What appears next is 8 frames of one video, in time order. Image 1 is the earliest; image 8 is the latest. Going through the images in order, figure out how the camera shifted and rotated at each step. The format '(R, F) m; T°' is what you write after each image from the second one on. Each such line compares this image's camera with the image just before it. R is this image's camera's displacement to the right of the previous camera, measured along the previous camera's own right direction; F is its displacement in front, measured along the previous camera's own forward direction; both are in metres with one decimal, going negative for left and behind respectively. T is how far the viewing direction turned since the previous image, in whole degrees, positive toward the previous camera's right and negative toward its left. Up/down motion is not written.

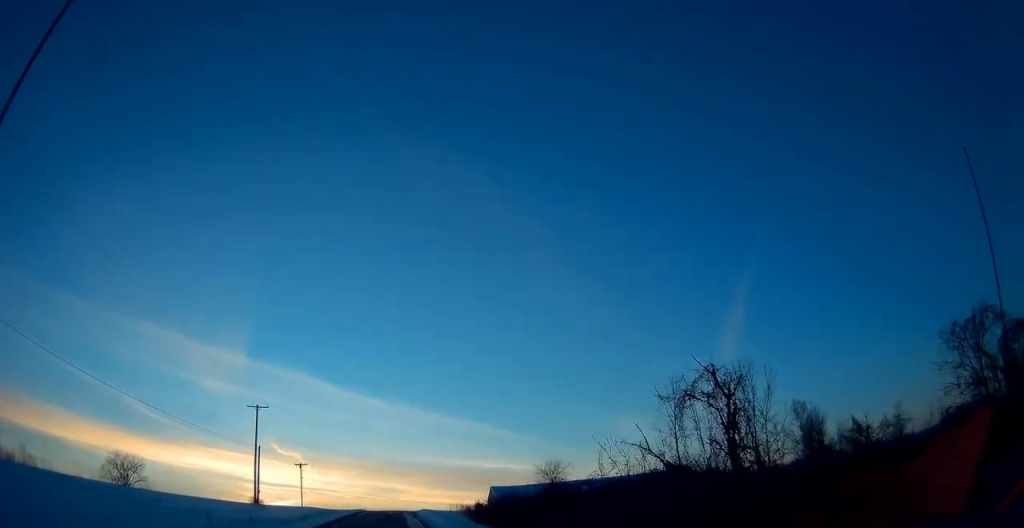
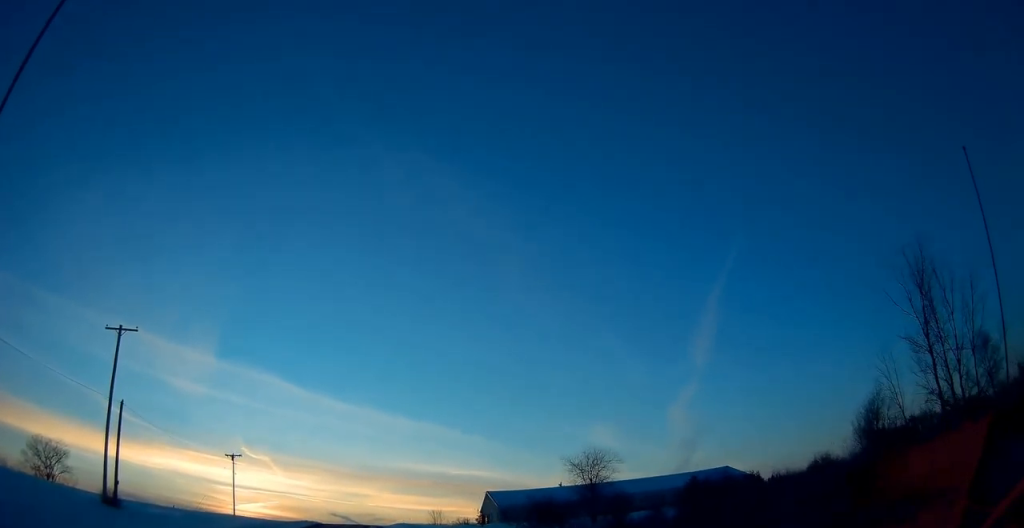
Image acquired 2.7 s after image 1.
(+1.2, +28.5) m; +3°
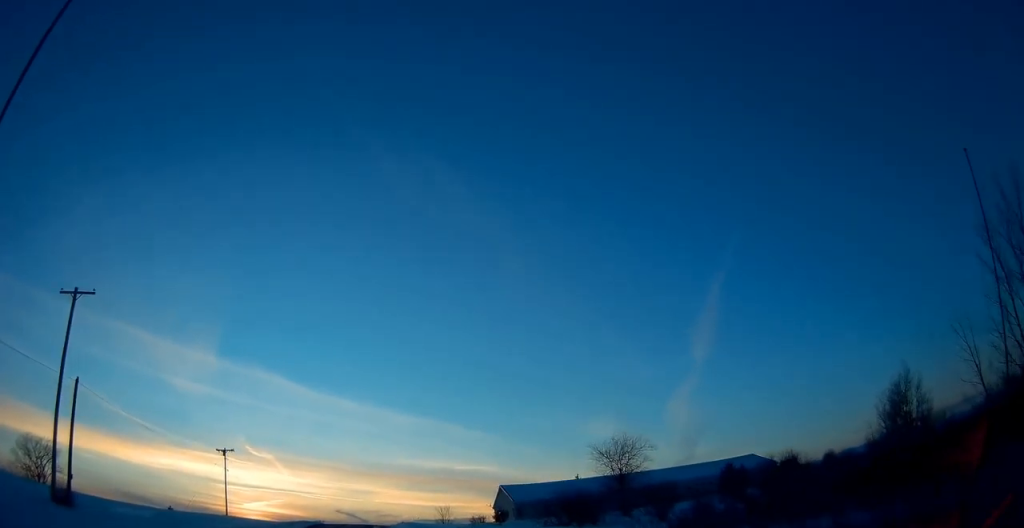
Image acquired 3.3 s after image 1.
(-0.3, +6.4) m; 0°
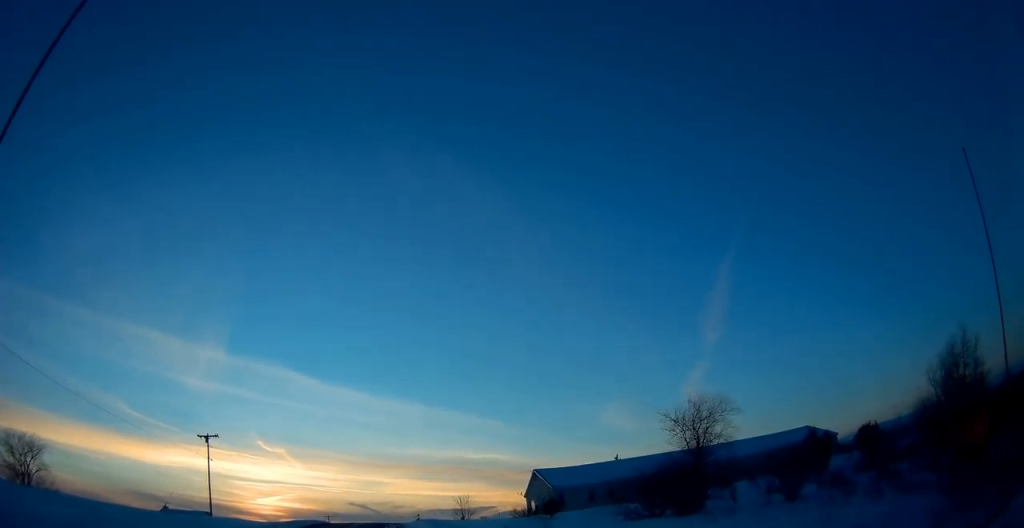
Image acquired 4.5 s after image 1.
(+0.4, +11.9) m; +2°
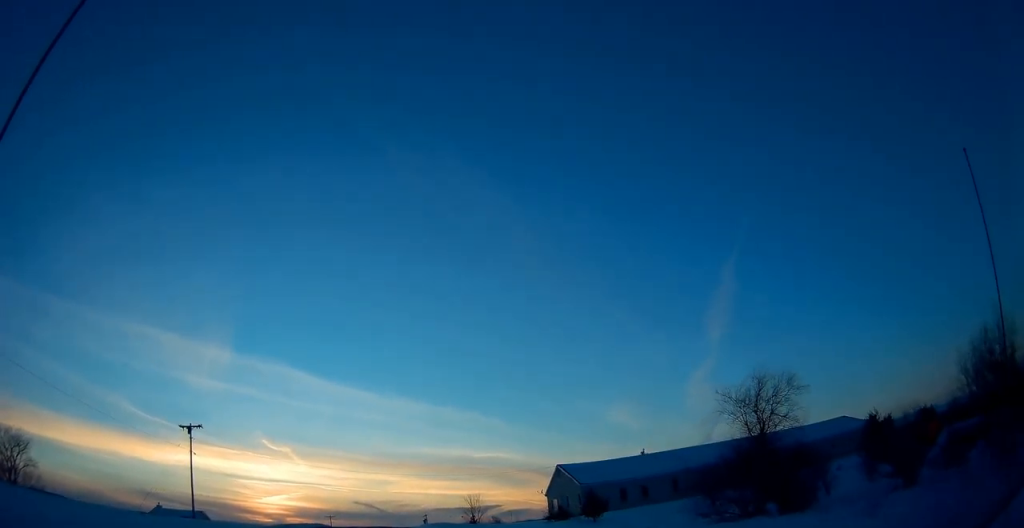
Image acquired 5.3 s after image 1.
(0.0, +7.2) m; -2°
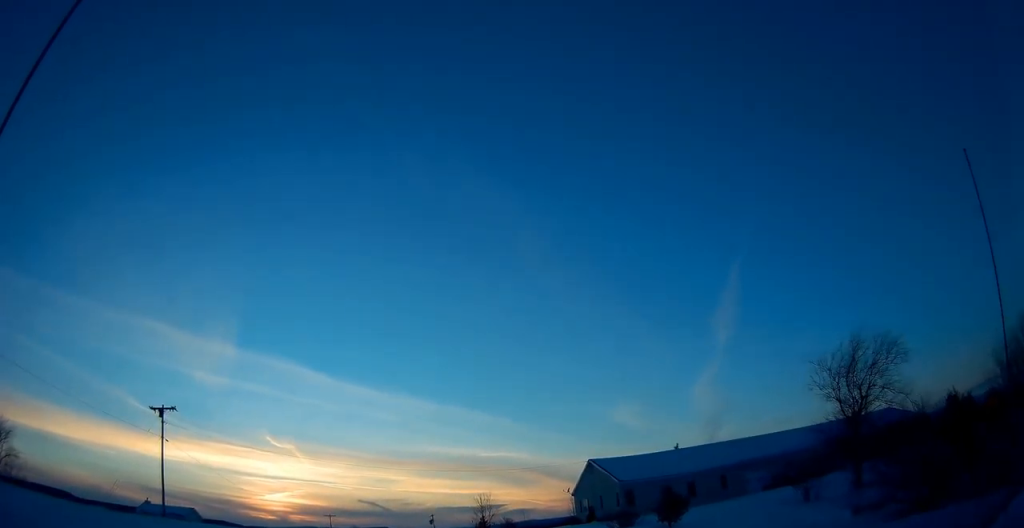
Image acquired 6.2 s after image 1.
(-0.4, +8.3) m; -1°
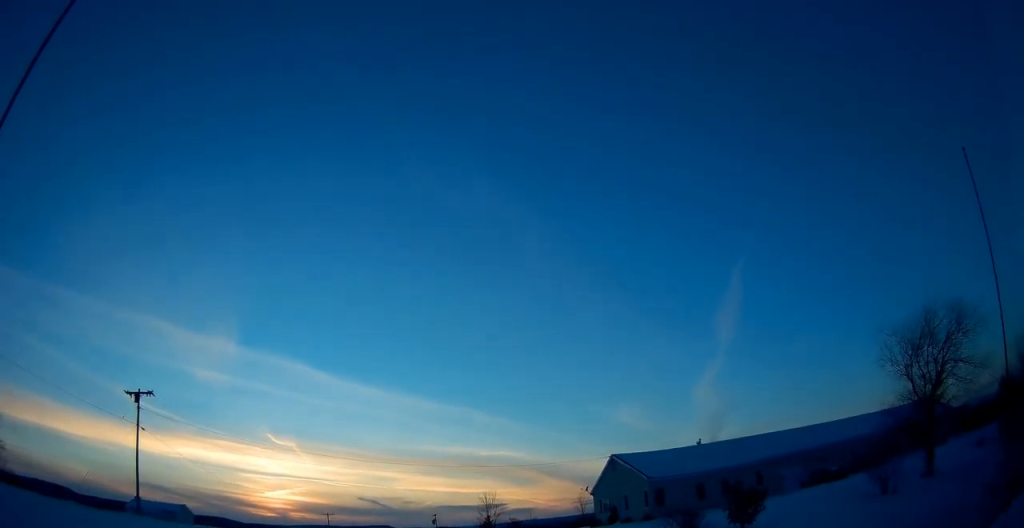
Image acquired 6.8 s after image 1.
(0.0, +5.2) m; 0°
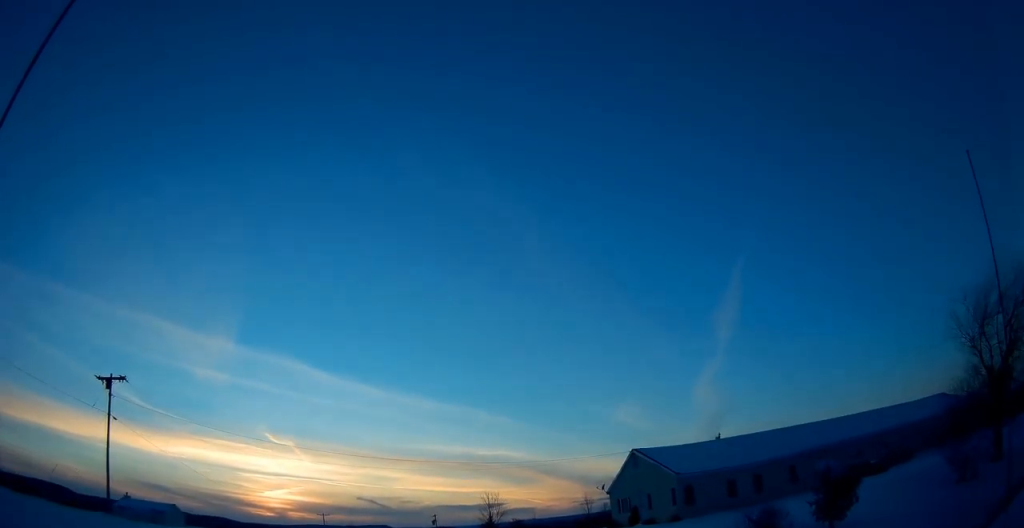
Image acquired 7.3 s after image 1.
(+0.2, +4.6) m; 0°
